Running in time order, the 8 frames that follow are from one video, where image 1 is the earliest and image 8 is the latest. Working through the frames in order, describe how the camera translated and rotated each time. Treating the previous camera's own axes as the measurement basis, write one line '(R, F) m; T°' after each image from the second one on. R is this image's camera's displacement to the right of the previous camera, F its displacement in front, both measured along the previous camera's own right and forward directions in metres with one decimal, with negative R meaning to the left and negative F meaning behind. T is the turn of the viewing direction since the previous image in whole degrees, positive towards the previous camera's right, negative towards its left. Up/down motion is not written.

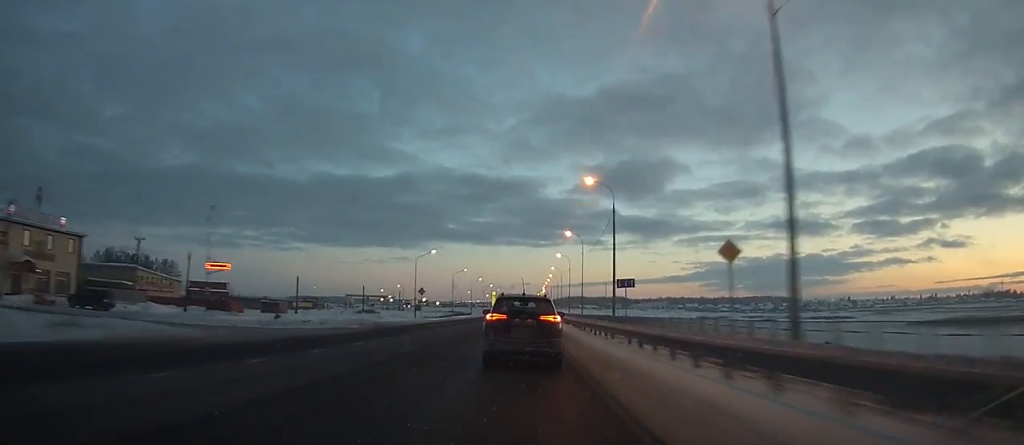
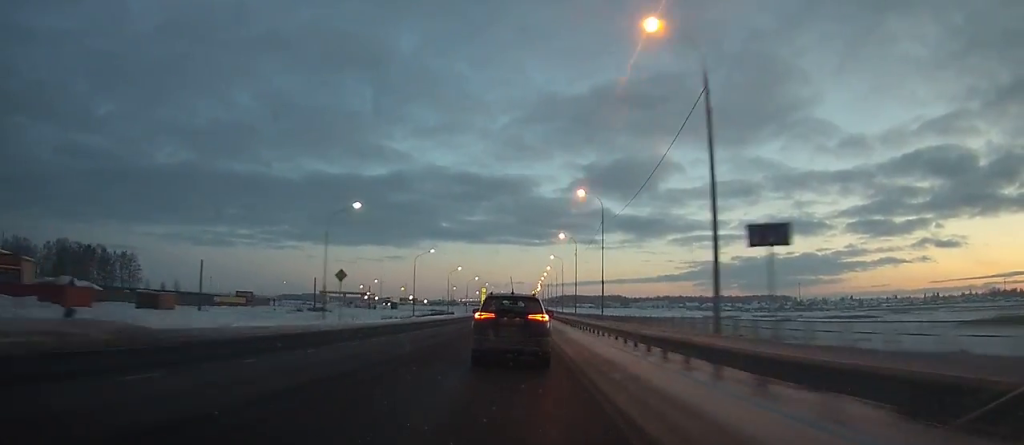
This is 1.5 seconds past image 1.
(0.0, +28.0) m; 0°
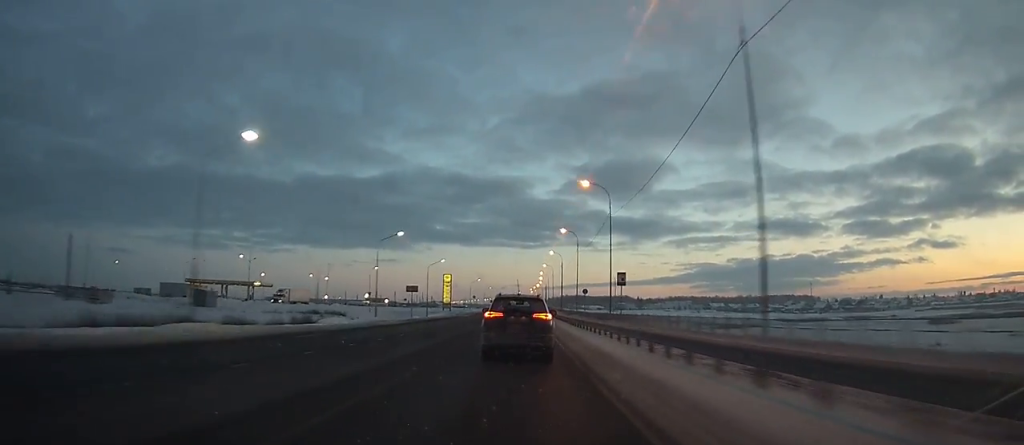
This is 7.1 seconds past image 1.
(+0.5, +105.9) m; +1°
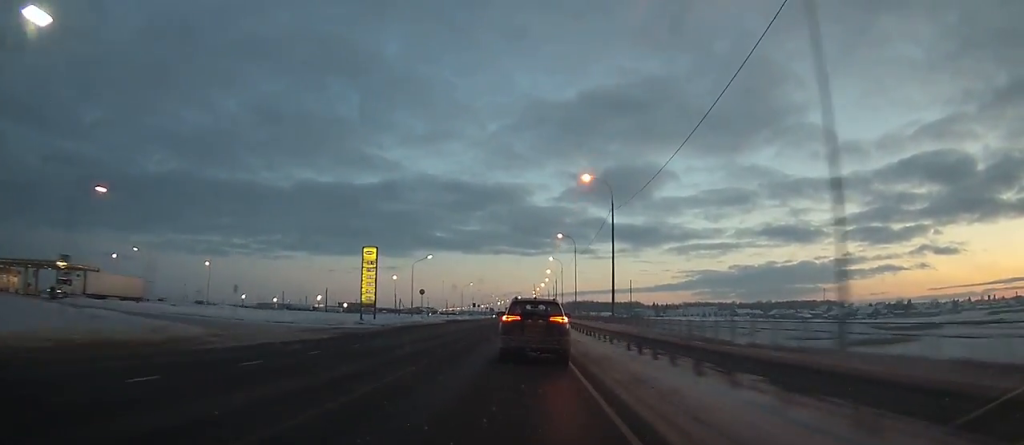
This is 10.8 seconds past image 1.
(+0.2, +71.4) m; 0°
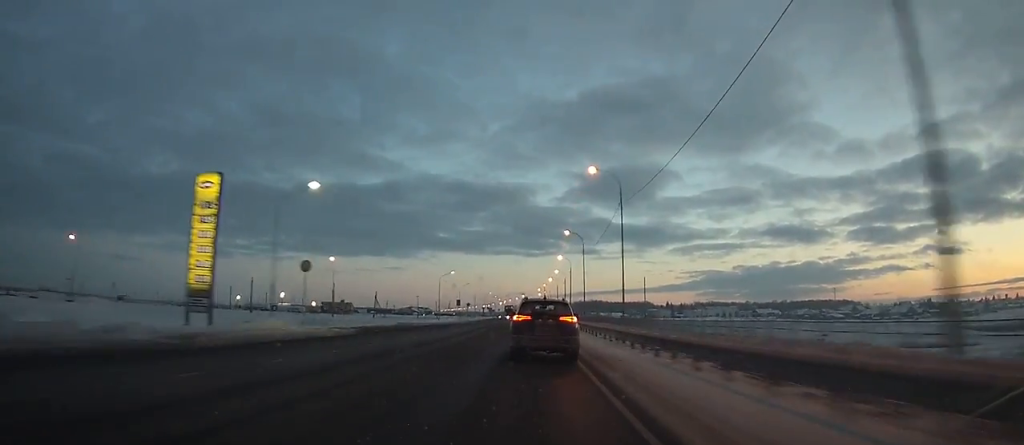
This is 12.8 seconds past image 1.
(-0.1, +39.1) m; 0°
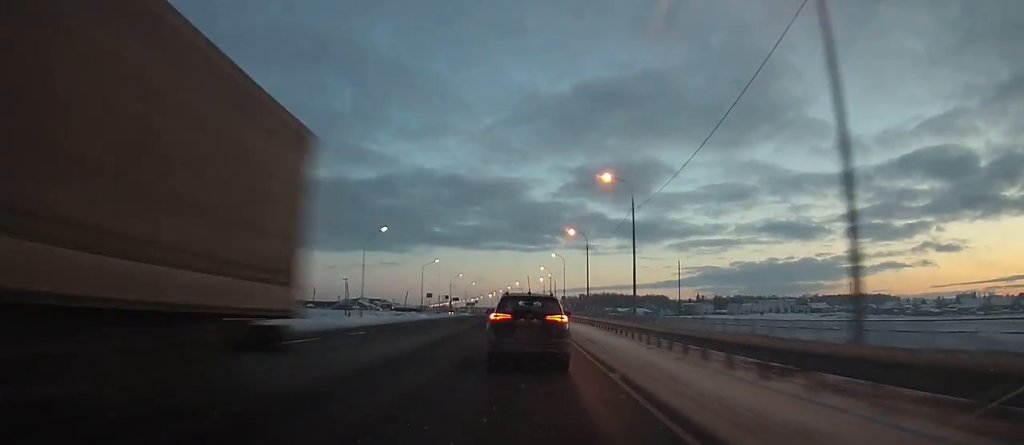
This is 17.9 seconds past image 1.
(-0.3, +100.1) m; 0°
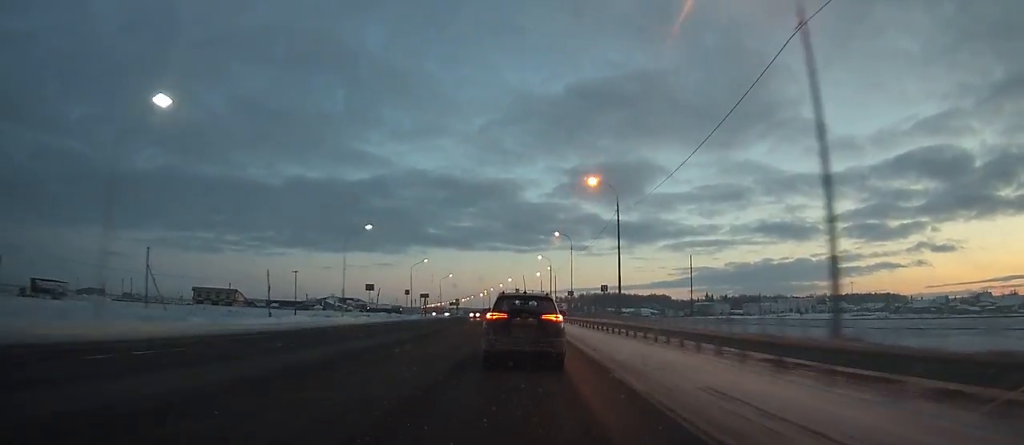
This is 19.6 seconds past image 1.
(+0.1, +32.7) m; 0°
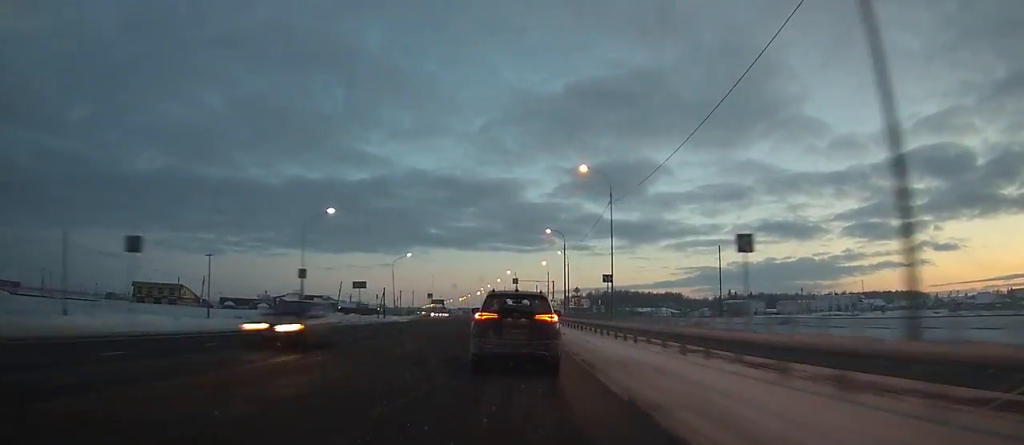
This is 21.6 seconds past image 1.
(0.0, +38.1) m; 0°
